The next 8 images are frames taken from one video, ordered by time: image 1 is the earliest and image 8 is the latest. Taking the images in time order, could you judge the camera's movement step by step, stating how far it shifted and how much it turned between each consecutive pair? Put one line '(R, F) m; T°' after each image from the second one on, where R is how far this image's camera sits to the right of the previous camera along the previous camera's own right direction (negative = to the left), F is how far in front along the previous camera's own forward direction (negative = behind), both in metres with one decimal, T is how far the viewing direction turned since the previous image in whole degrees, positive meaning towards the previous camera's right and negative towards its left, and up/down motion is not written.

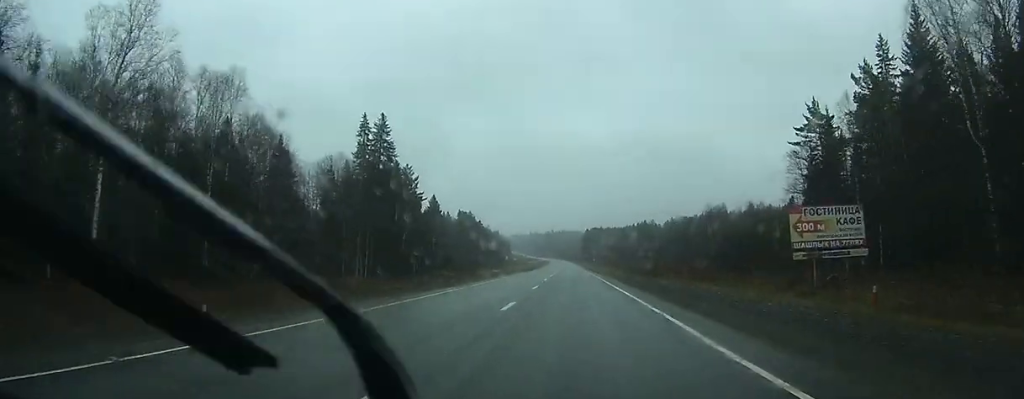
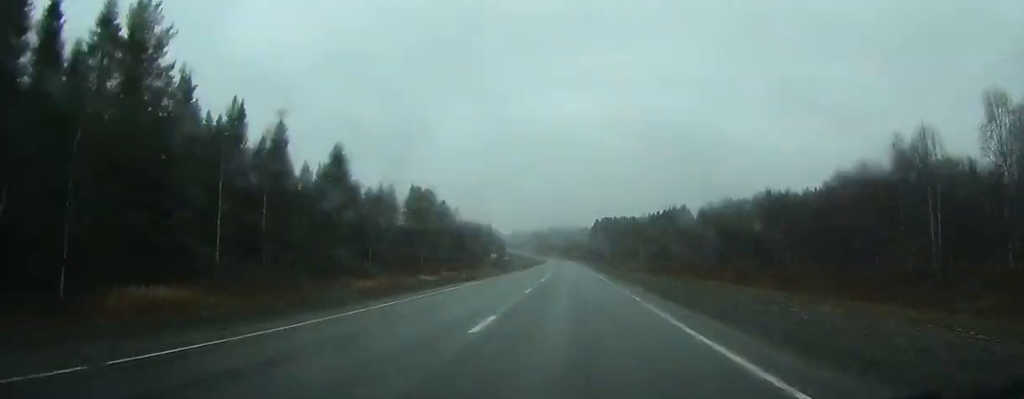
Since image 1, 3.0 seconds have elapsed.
(-0.4, +88.1) m; 0°
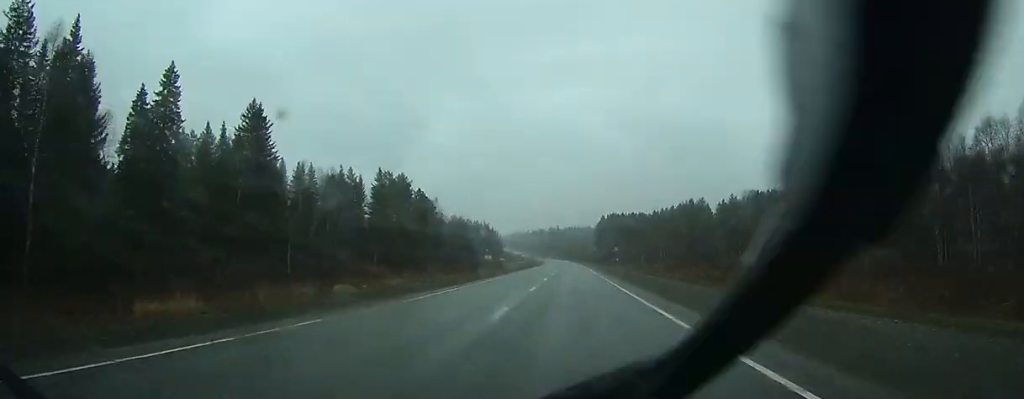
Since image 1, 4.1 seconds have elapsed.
(0.0, +33.4) m; 0°
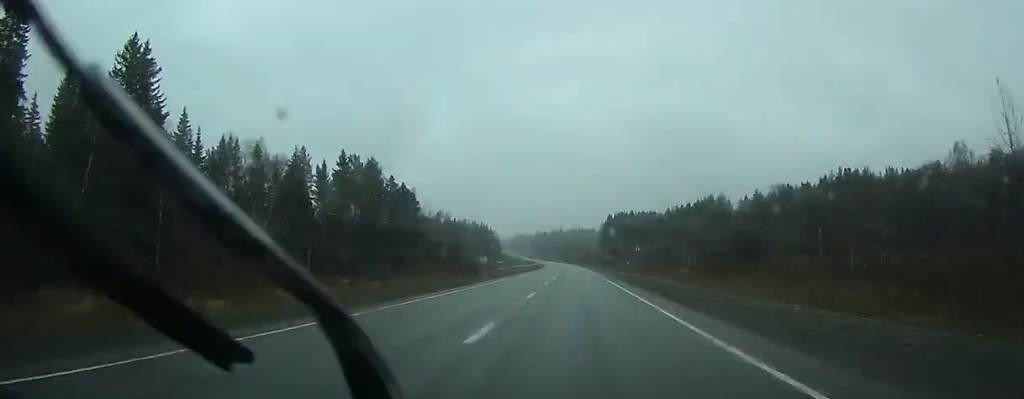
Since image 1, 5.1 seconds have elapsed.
(0.0, +27.4) m; 0°
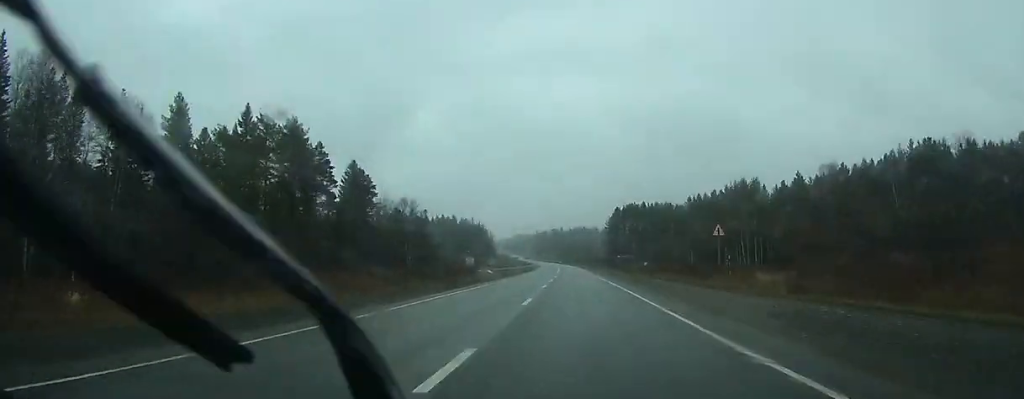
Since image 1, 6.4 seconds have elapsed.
(0.0, +39.1) m; 0°
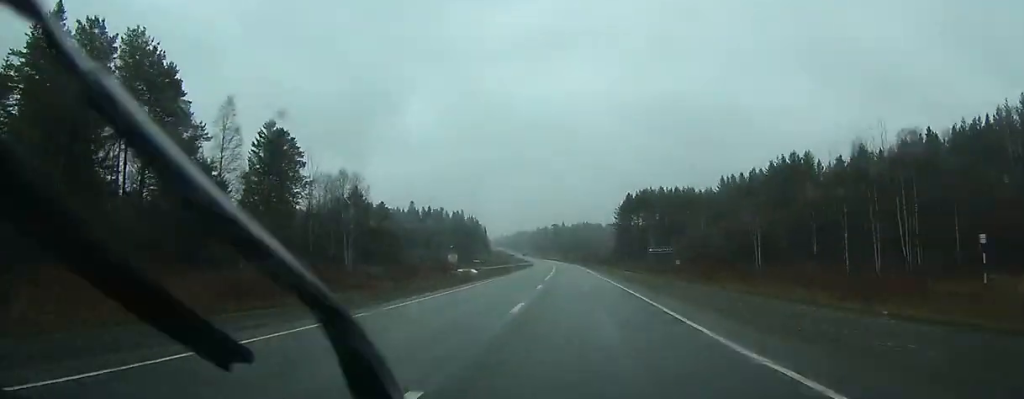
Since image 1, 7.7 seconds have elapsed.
(0.0, +39.0) m; 0°
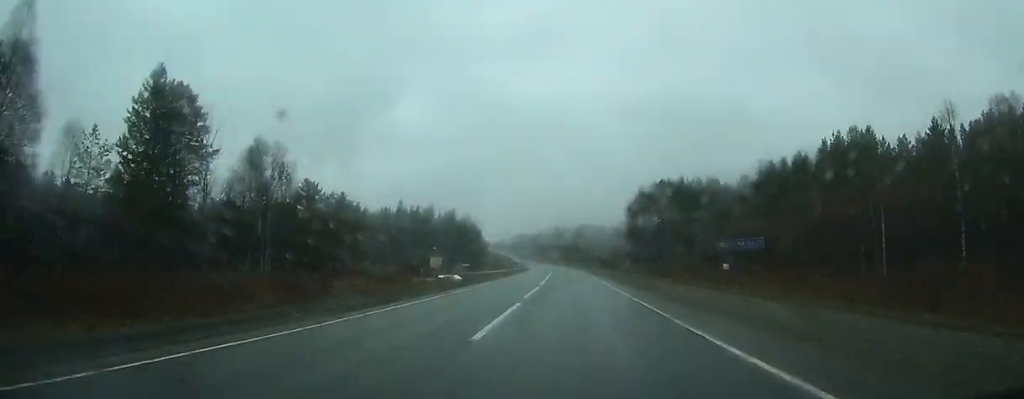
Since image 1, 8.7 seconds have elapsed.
(-0.1, +29.2) m; 0°
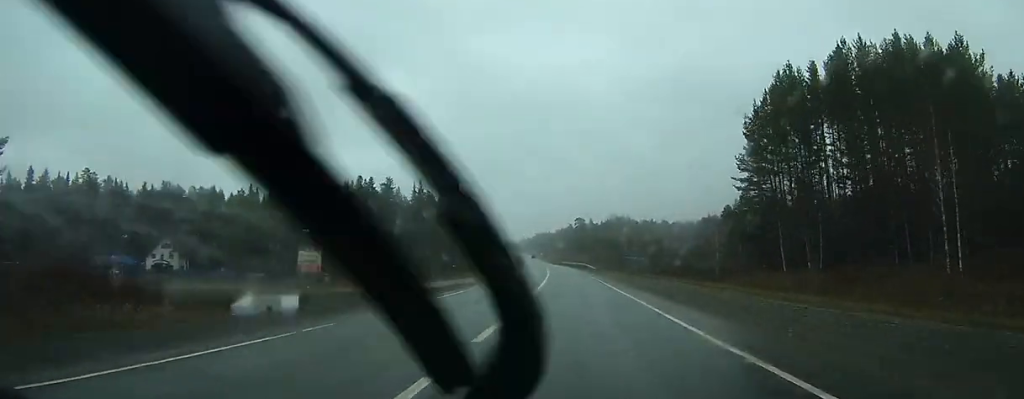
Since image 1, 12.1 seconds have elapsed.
(-1.2, +96.4) m; -2°
